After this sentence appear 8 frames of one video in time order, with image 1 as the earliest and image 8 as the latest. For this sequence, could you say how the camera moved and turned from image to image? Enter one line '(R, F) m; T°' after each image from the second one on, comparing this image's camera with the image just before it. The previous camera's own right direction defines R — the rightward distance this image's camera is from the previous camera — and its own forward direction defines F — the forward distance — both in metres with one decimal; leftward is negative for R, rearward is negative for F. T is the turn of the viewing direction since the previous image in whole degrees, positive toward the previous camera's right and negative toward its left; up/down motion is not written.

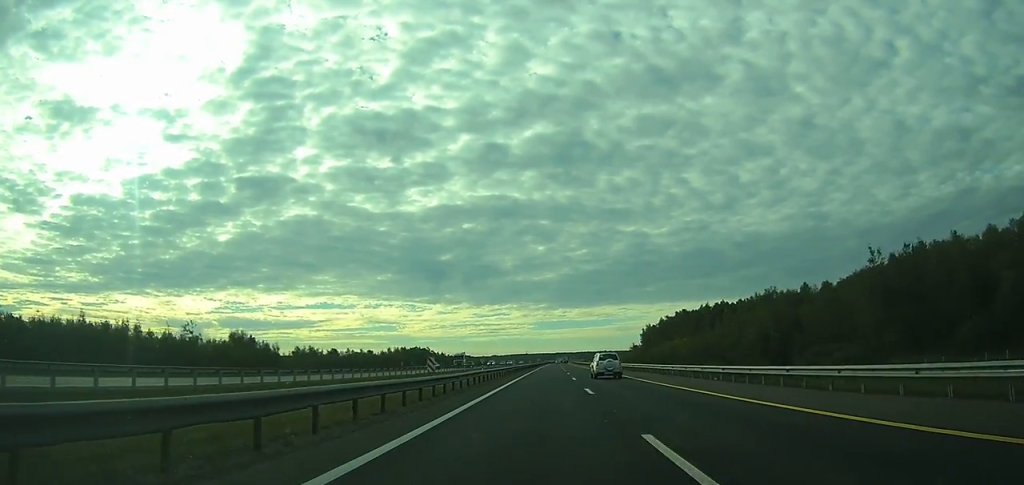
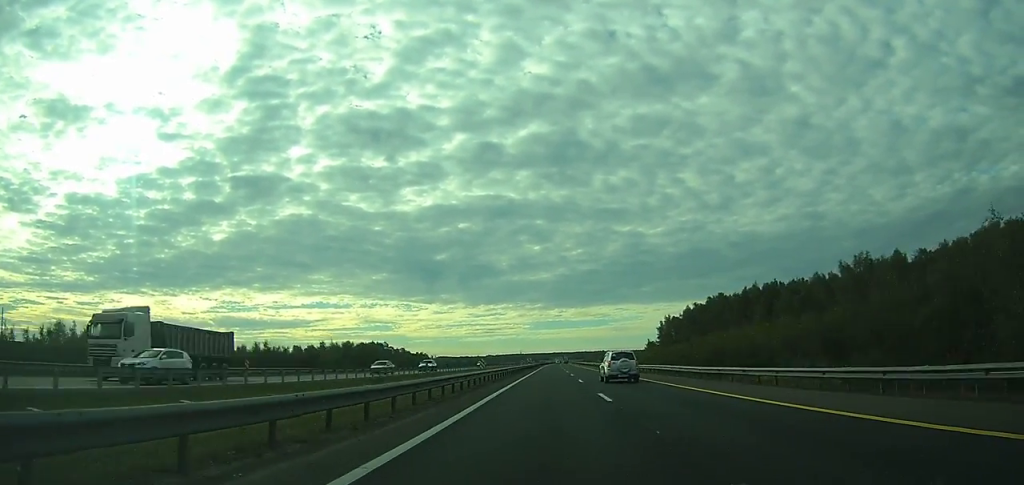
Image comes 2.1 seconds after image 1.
(+0.2, +68.0) m; 0°
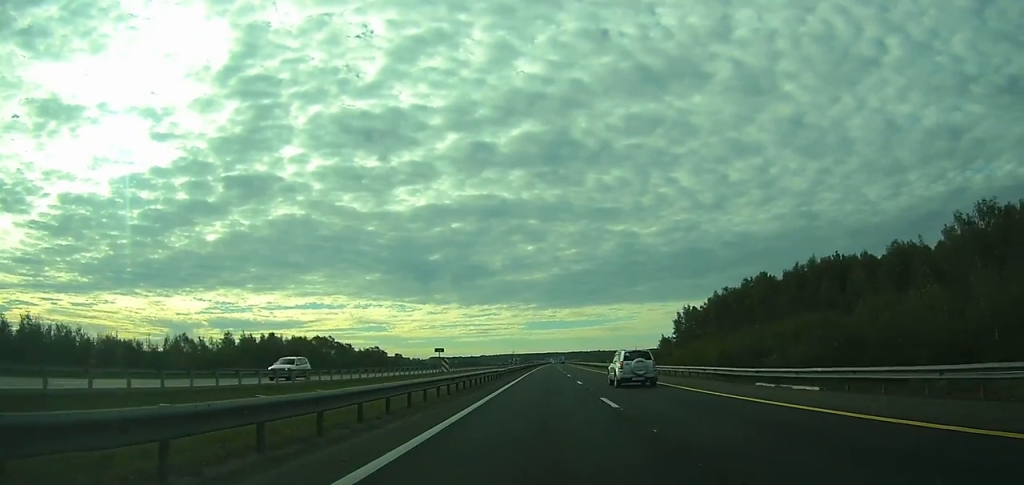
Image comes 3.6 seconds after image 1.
(+0.2, +47.8) m; 0°
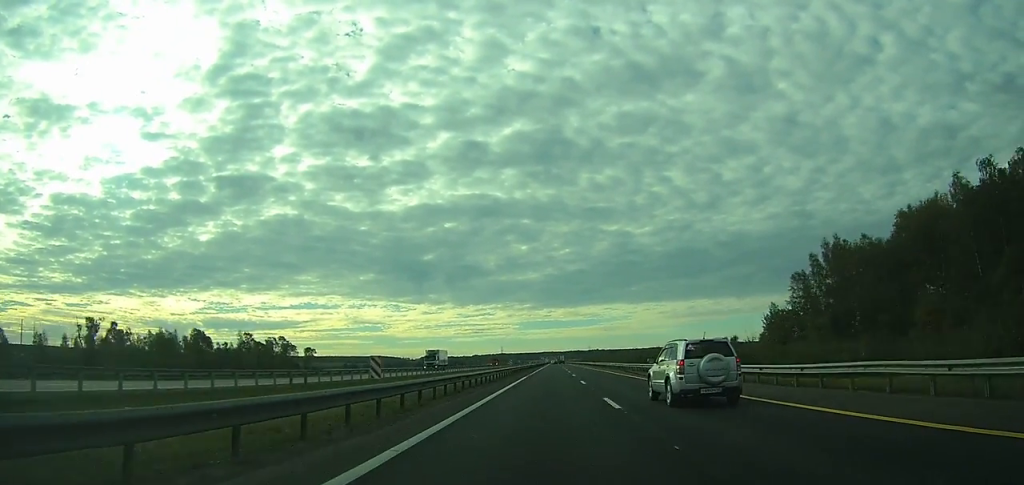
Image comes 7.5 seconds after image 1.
(+0.7, +121.0) m; +1°
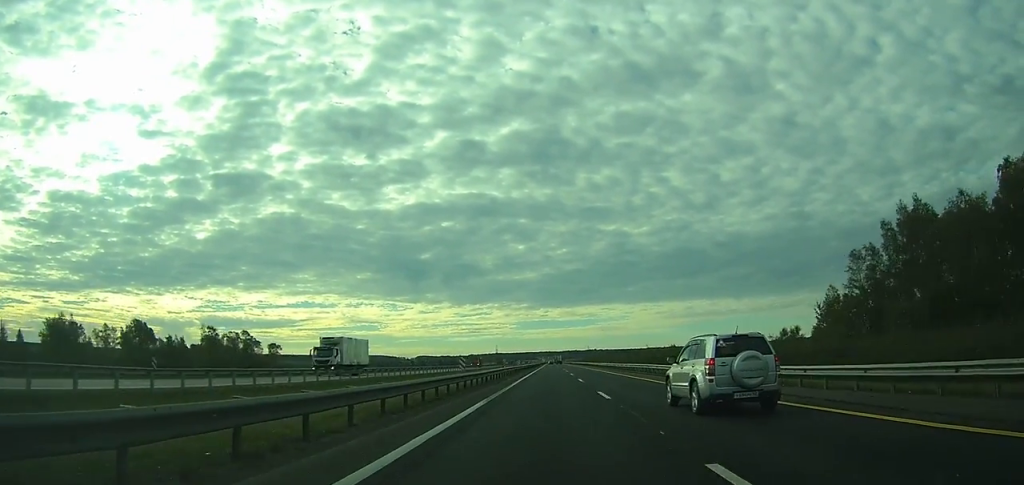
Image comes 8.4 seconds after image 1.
(0.0, +27.7) m; 0°
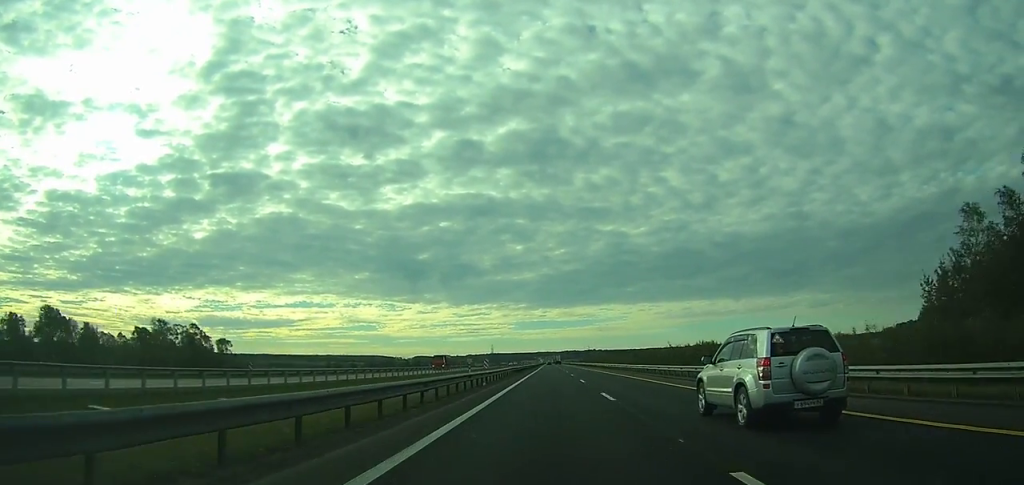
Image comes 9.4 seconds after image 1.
(+0.1, +31.7) m; 0°
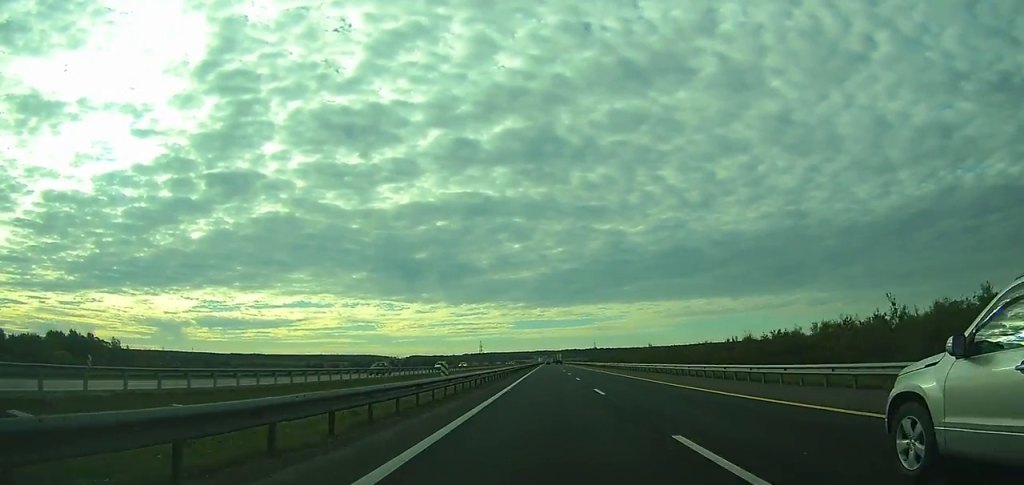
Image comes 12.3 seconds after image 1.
(+0.4, +93.5) m; 0°
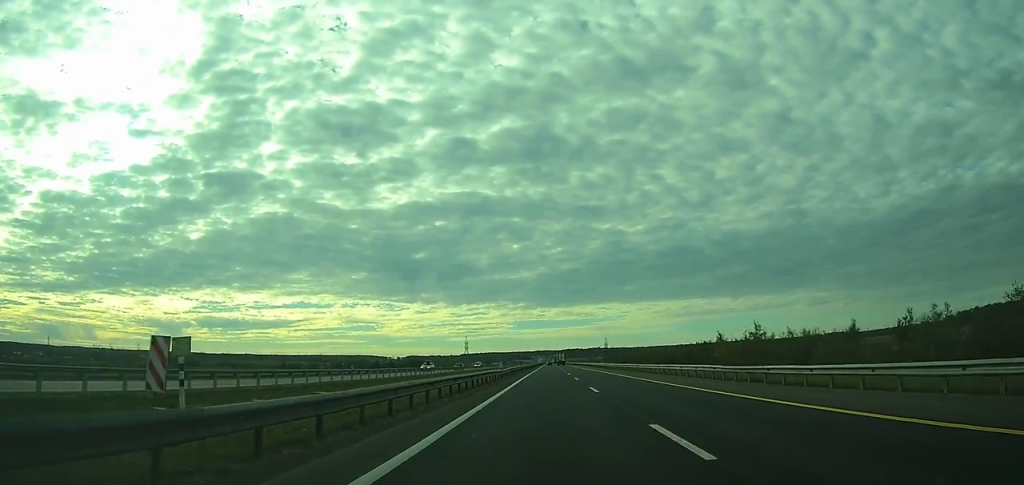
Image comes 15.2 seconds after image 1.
(-0.2, +90.1) m; 0°
